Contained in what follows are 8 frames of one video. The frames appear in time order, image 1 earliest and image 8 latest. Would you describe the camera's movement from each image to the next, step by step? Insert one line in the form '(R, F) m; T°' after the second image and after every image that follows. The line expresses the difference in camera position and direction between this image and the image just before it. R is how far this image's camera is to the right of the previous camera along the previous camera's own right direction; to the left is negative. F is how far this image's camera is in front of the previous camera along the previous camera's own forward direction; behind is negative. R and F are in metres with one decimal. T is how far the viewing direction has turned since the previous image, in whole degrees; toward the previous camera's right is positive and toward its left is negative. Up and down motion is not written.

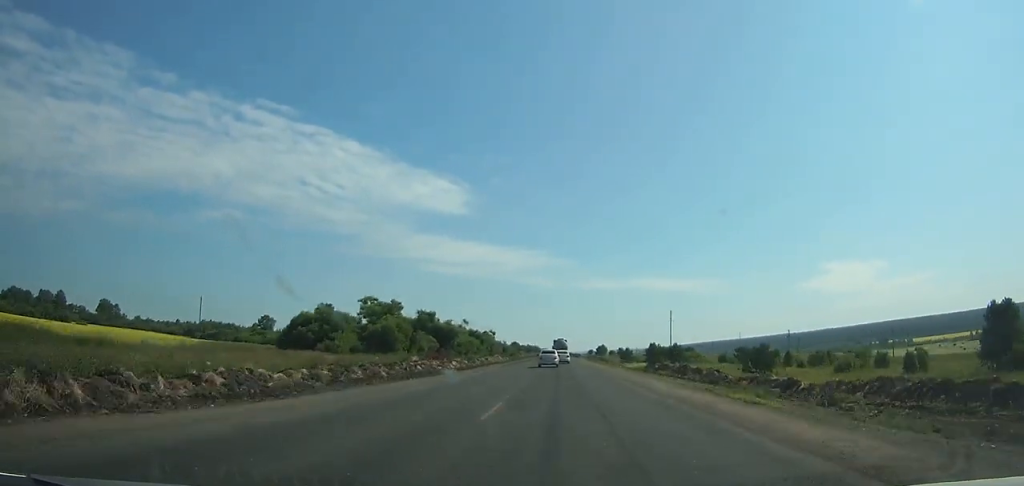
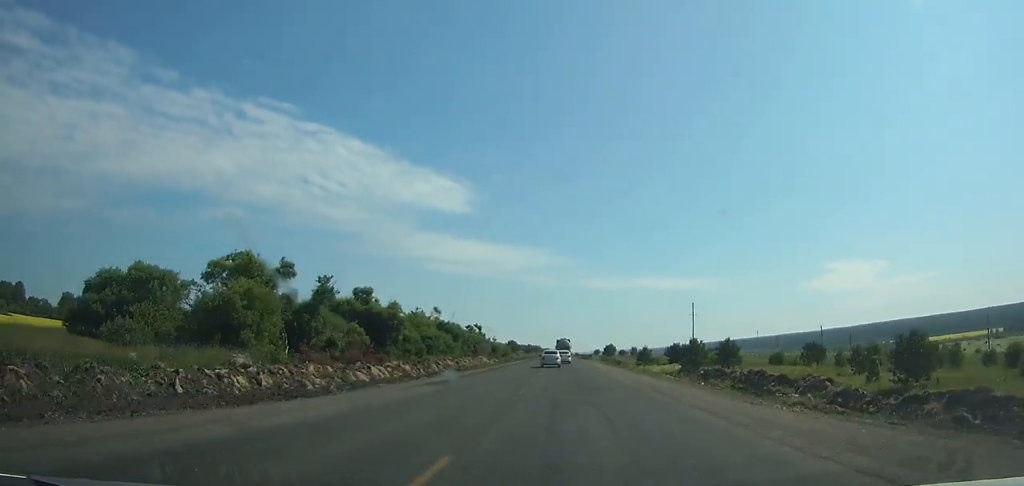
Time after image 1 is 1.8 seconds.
(-0.1, +37.5) m; 0°
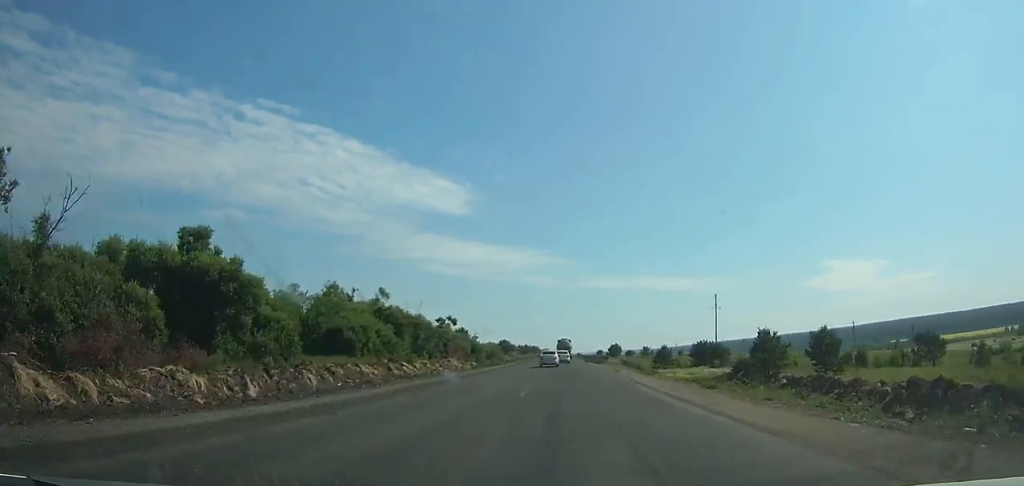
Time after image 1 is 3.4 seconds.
(0.0, +33.4) m; 0°
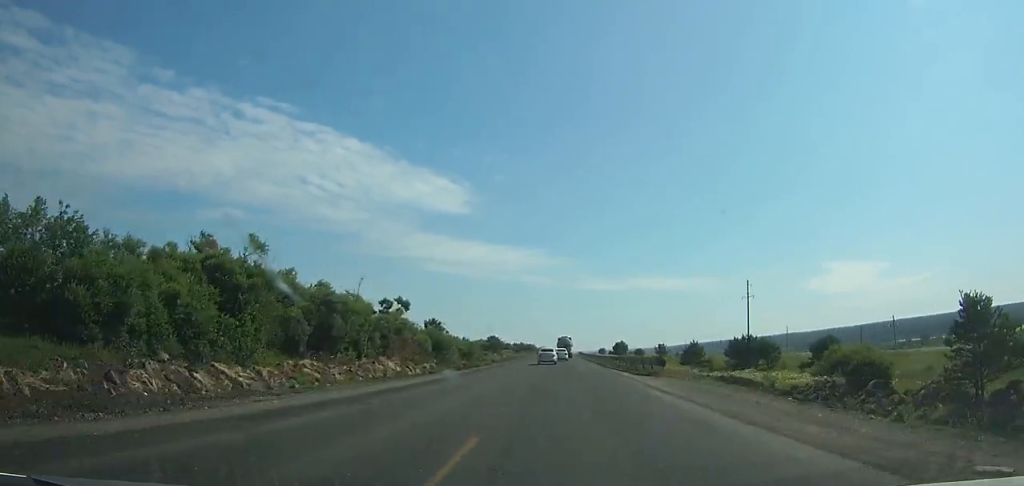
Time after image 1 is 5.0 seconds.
(0.0, +33.5) m; 0°
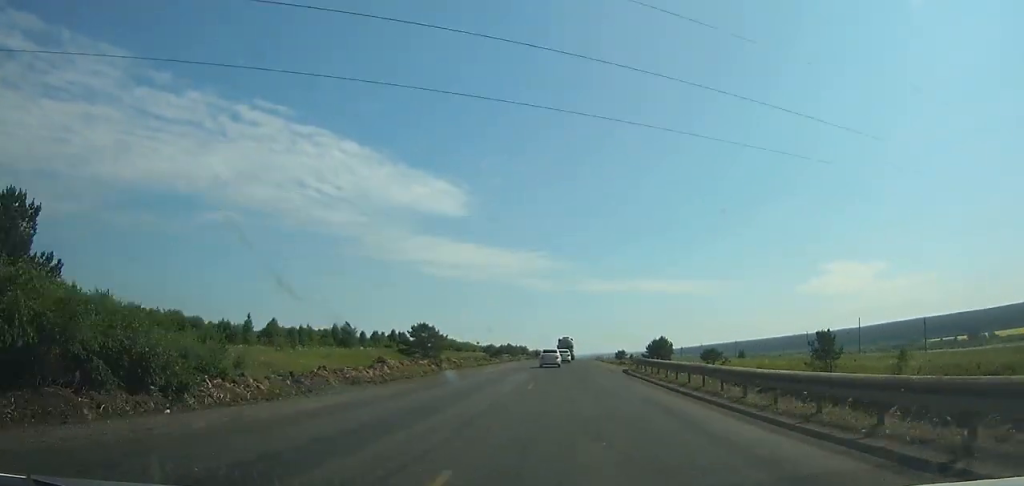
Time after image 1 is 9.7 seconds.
(+0.1, +98.7) m; 0°
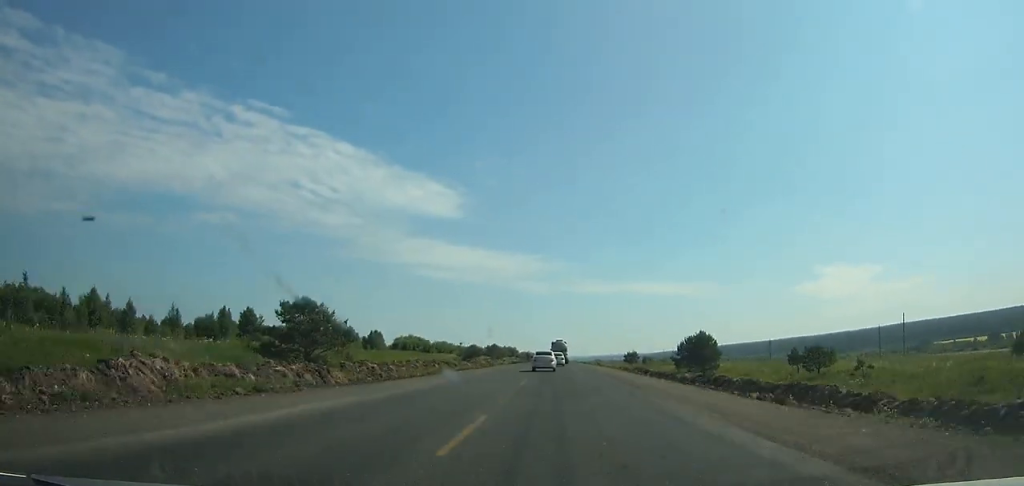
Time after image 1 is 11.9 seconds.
(+0.1, +45.7) m; 0°
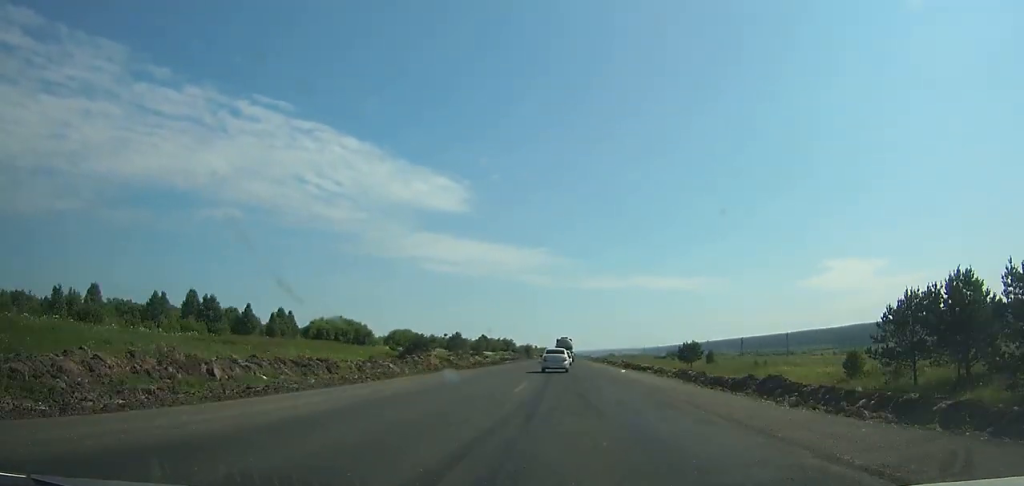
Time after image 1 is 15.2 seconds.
(0.0, +66.2) m; 0°
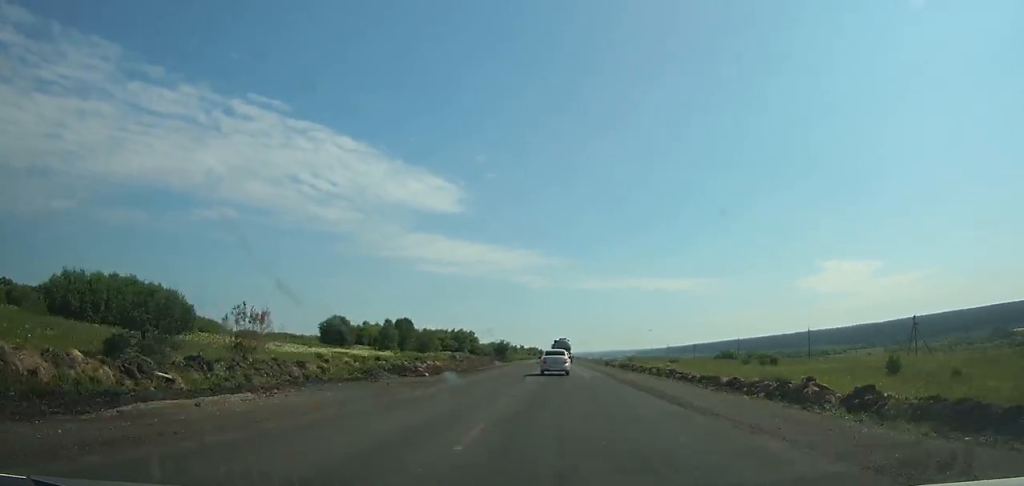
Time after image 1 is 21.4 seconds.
(0.0, +116.0) m; 0°
